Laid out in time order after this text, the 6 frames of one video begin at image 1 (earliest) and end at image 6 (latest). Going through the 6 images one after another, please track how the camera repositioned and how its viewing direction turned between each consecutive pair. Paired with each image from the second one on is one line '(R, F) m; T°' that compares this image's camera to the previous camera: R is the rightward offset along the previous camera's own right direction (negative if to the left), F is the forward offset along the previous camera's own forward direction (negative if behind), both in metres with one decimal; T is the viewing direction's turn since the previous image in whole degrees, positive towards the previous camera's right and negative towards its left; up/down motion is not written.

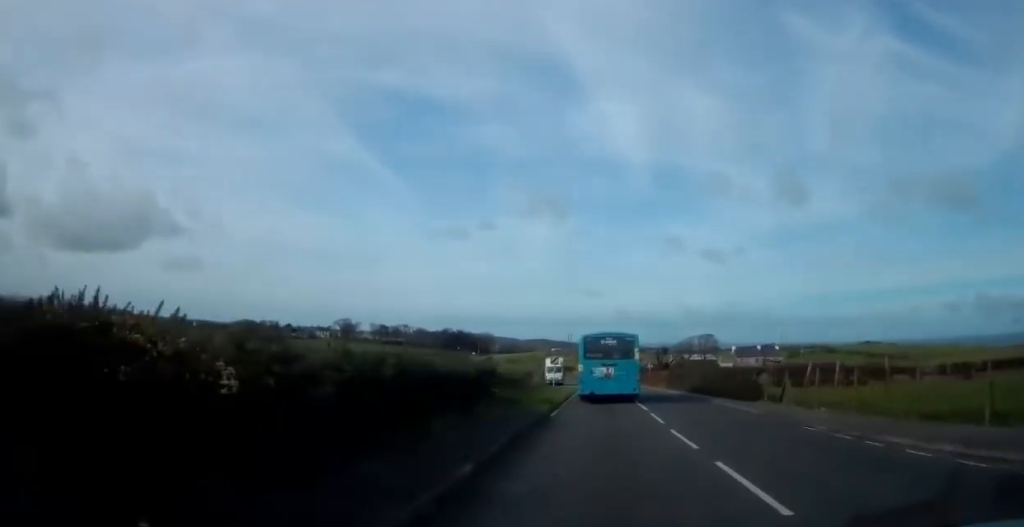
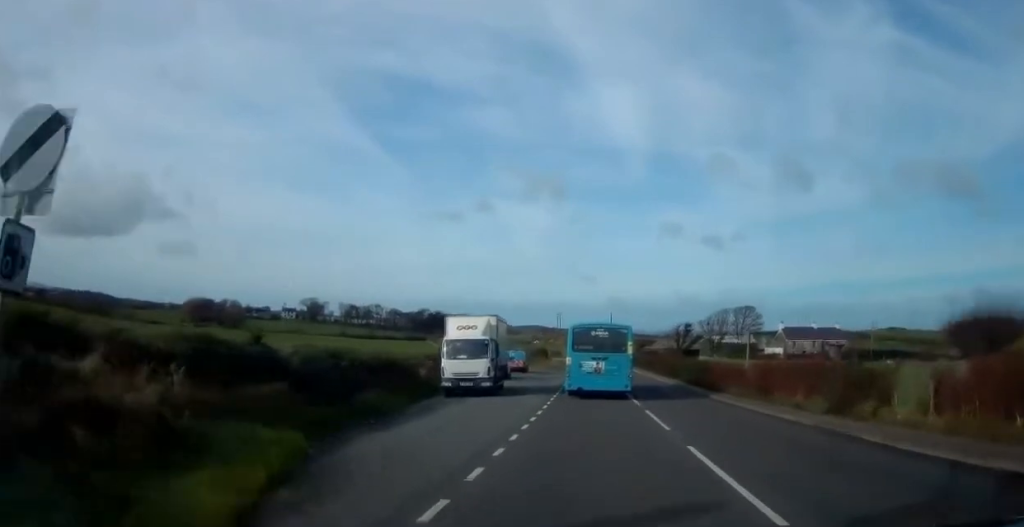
(+2.6, +55.3) m; +1°
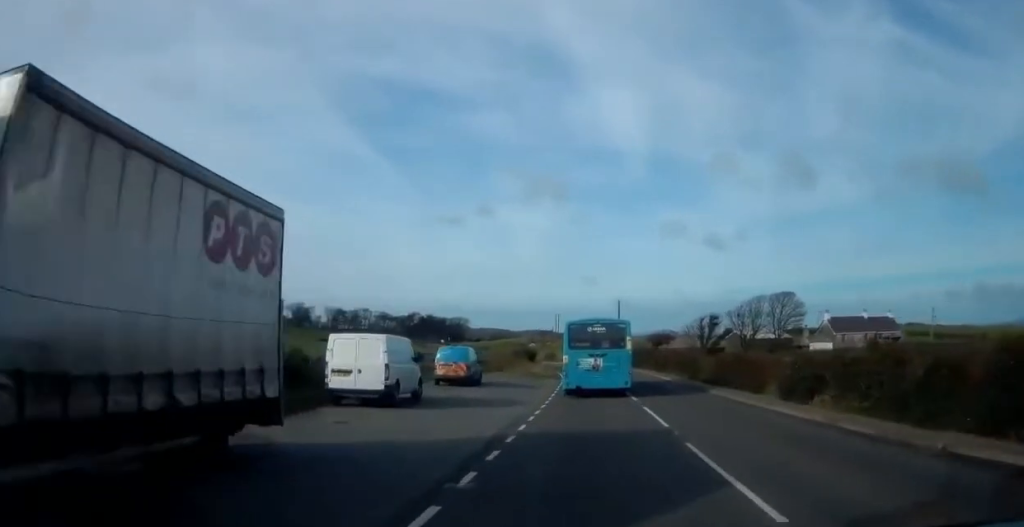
(+0.1, +27.2) m; 0°
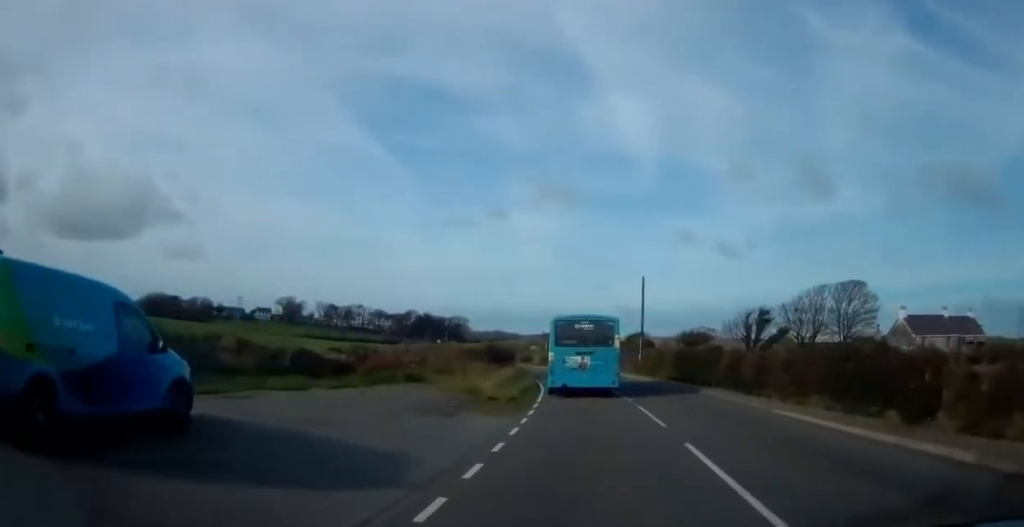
(+0.5, +27.0) m; +1°
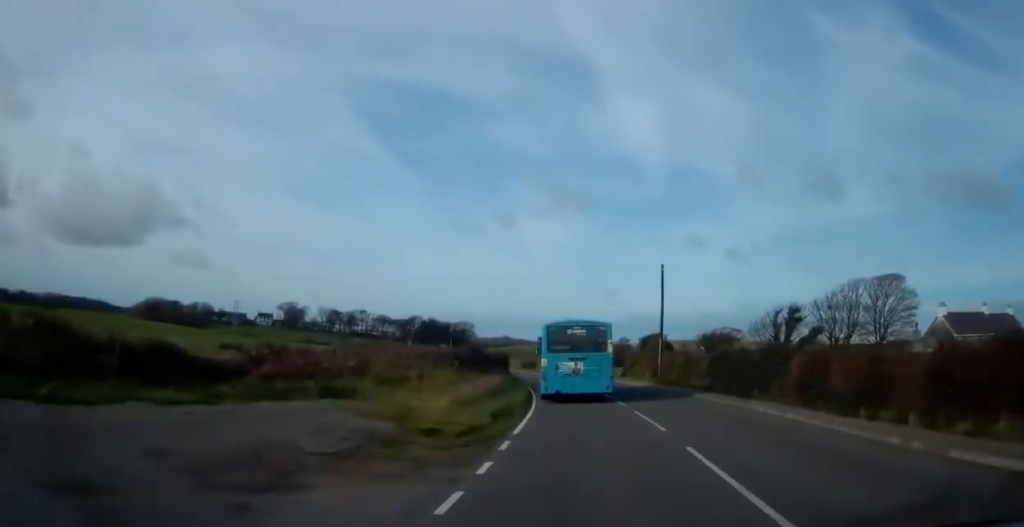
(+0.5, +9.5) m; 0°
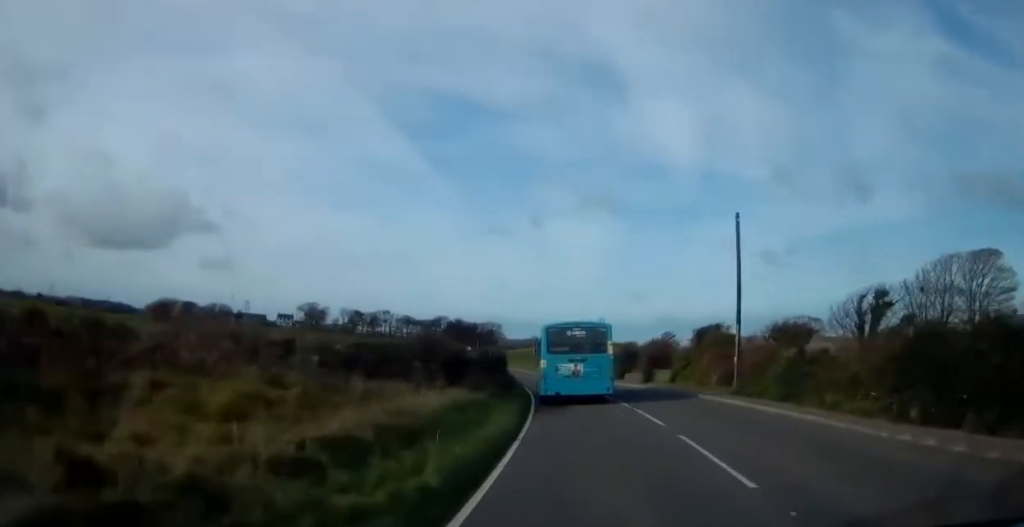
(-1.1, +15.6) m; -2°
